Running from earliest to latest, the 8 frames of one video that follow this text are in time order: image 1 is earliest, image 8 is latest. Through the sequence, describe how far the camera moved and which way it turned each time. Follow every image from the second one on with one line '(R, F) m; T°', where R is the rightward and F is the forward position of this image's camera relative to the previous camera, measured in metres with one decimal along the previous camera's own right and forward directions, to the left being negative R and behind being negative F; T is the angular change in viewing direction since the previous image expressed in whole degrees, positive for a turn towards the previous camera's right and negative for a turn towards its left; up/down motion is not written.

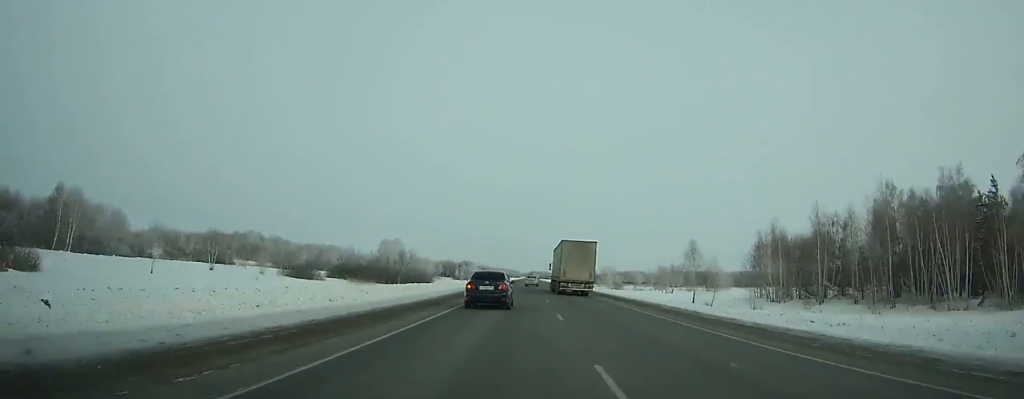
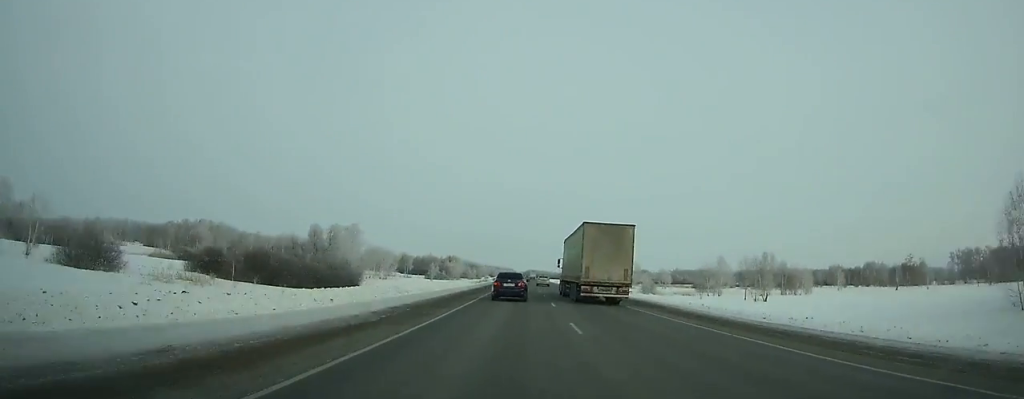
(+0.4, +66.2) m; 0°
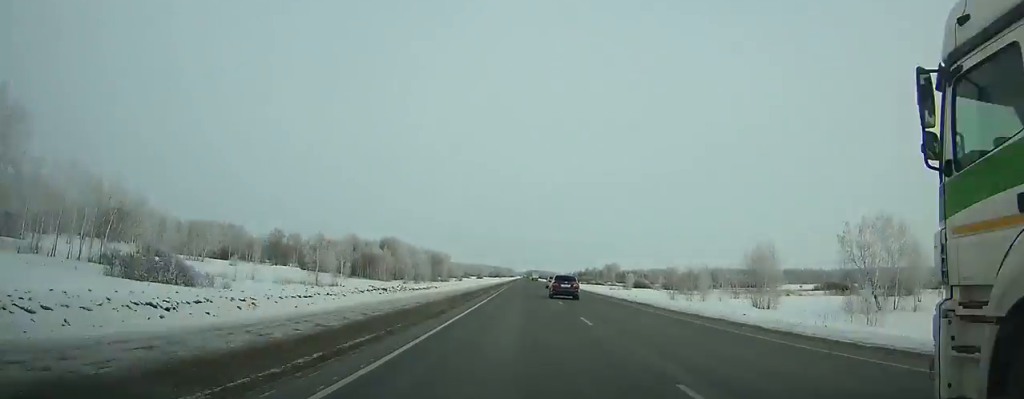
(+1.1, +151.2) m; +1°
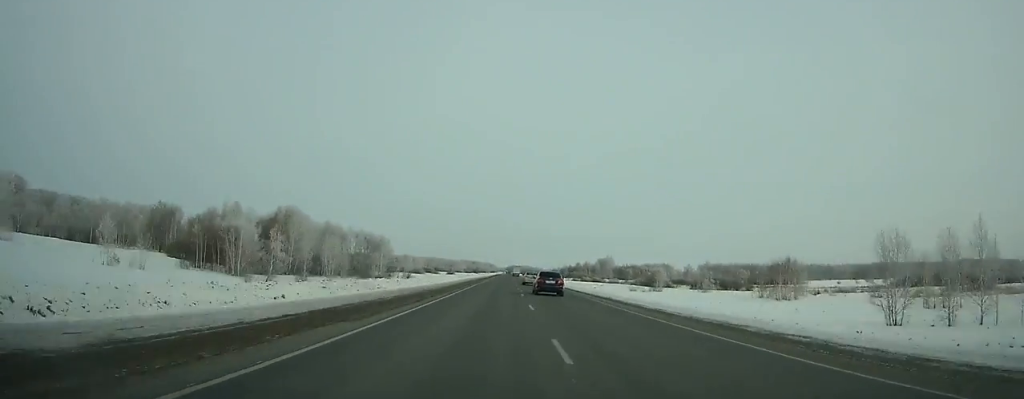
(+0.6, +68.0) m; +1°
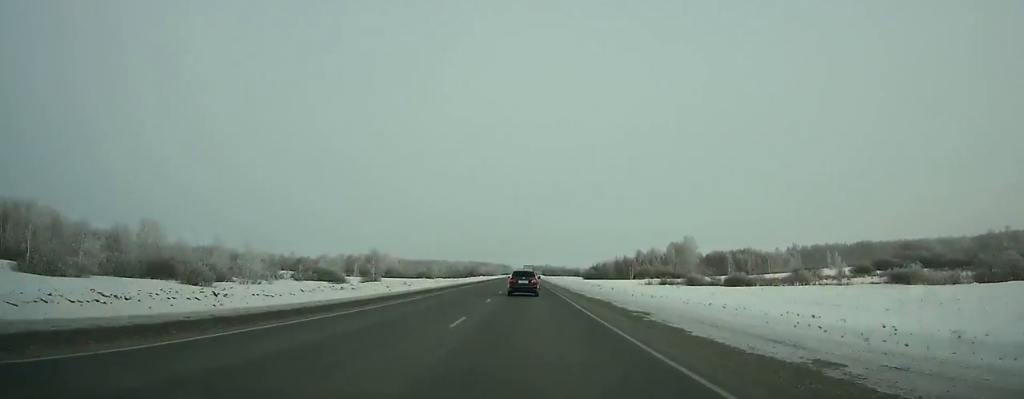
(-1.3, +184.8) m; -1°
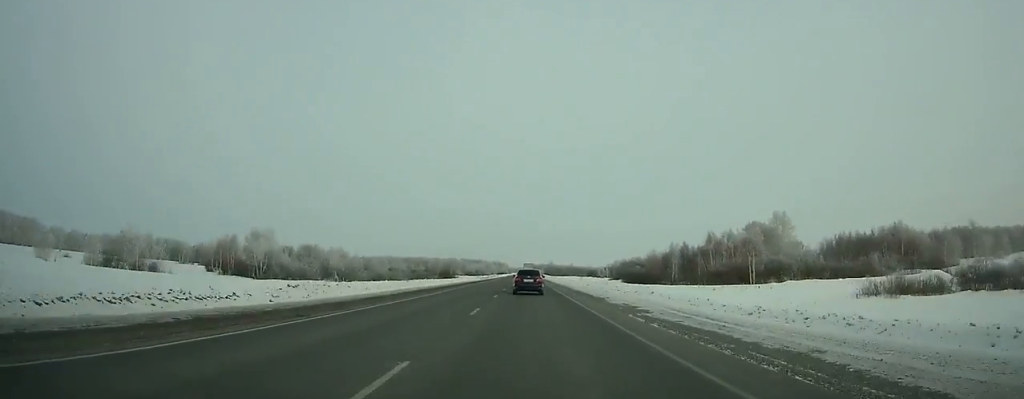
(-0.3, +103.6) m; 0°
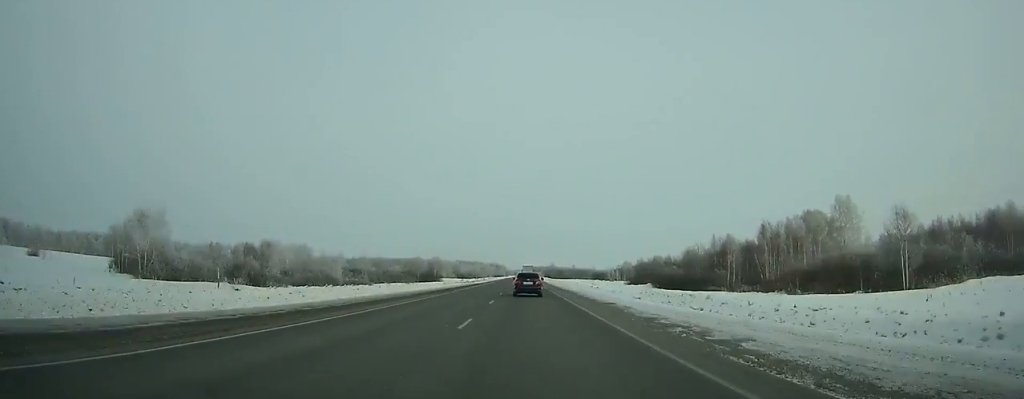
(0.0, +40.0) m; 0°
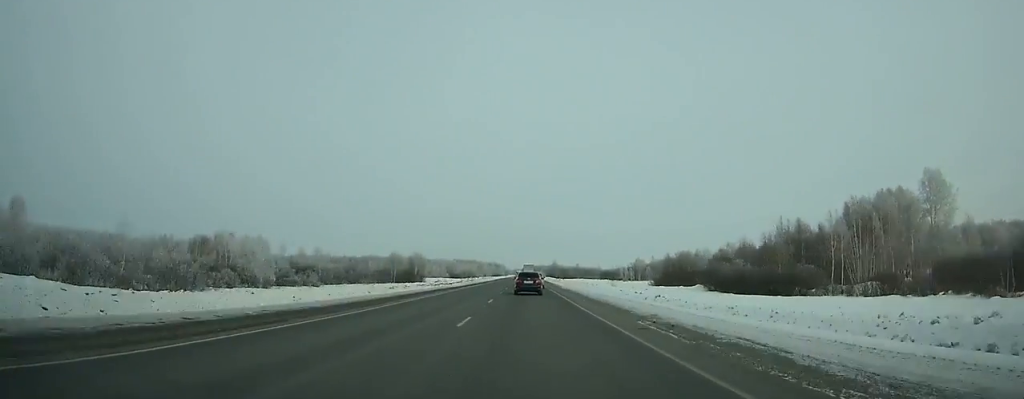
(0.0, +37.0) m; 0°
